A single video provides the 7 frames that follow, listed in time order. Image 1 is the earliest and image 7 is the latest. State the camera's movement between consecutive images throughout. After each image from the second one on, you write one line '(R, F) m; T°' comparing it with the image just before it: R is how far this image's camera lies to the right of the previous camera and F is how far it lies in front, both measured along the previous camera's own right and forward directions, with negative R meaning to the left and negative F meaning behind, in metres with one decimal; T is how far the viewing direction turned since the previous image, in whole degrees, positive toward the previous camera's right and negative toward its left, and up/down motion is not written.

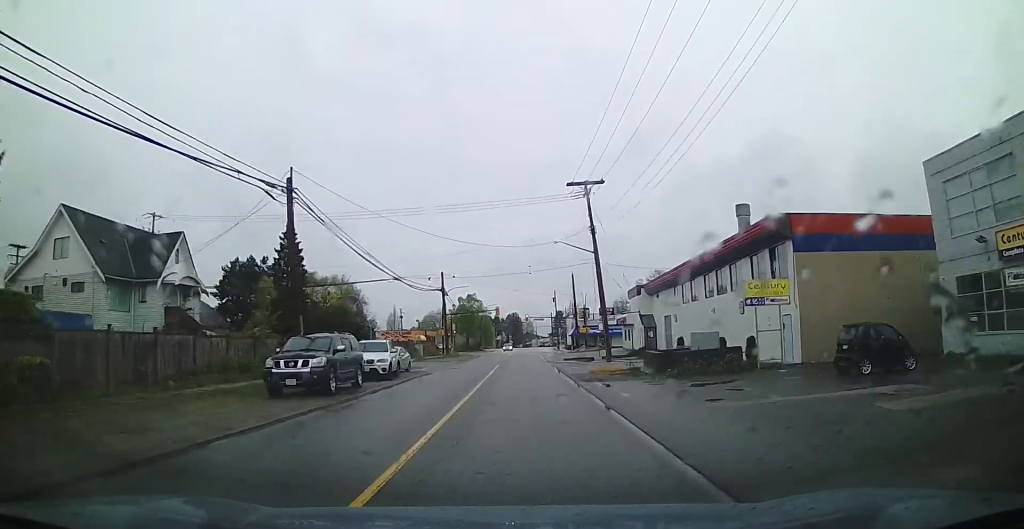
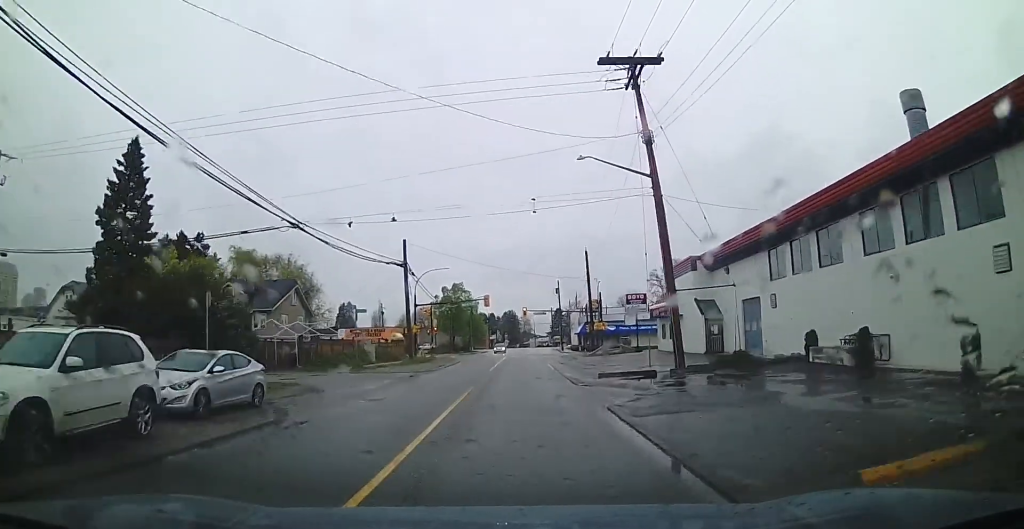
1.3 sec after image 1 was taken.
(0.0, +25.8) m; 0°
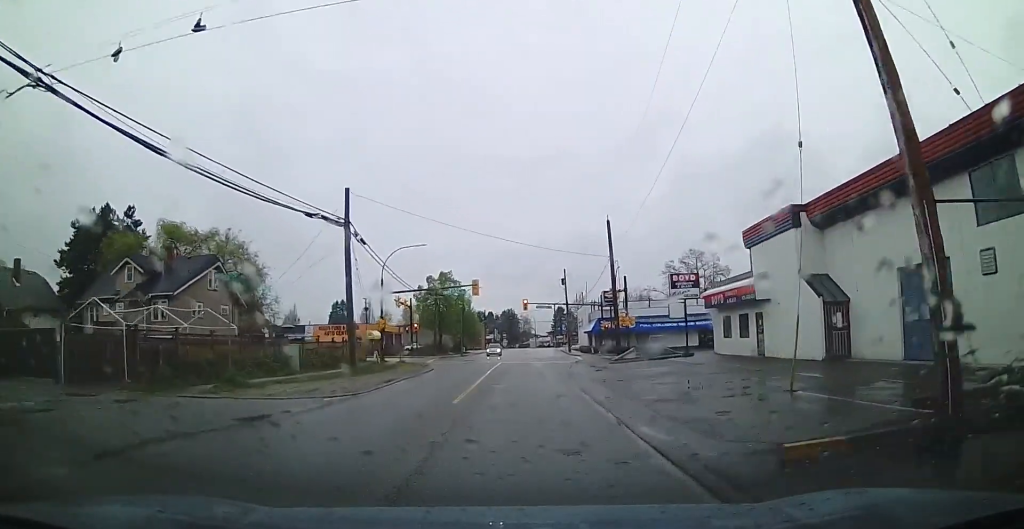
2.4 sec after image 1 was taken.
(-0.3, +21.2) m; -1°
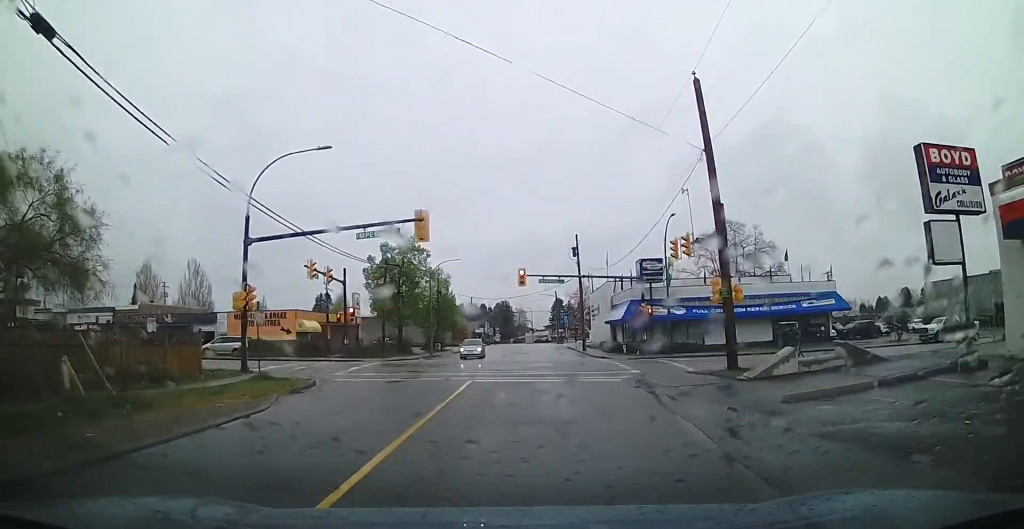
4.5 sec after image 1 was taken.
(0.0, +37.2) m; 0°
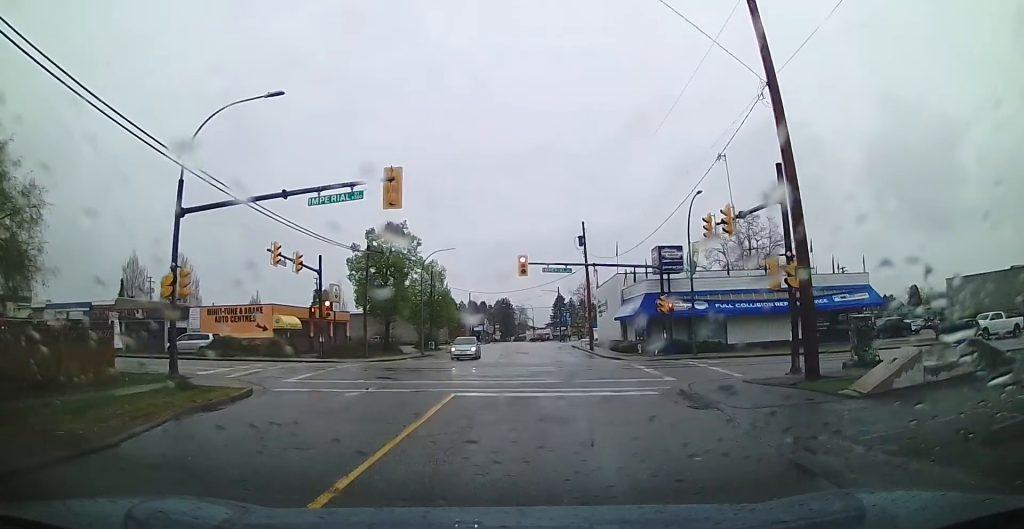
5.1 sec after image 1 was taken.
(0.0, +10.0) m; -1°
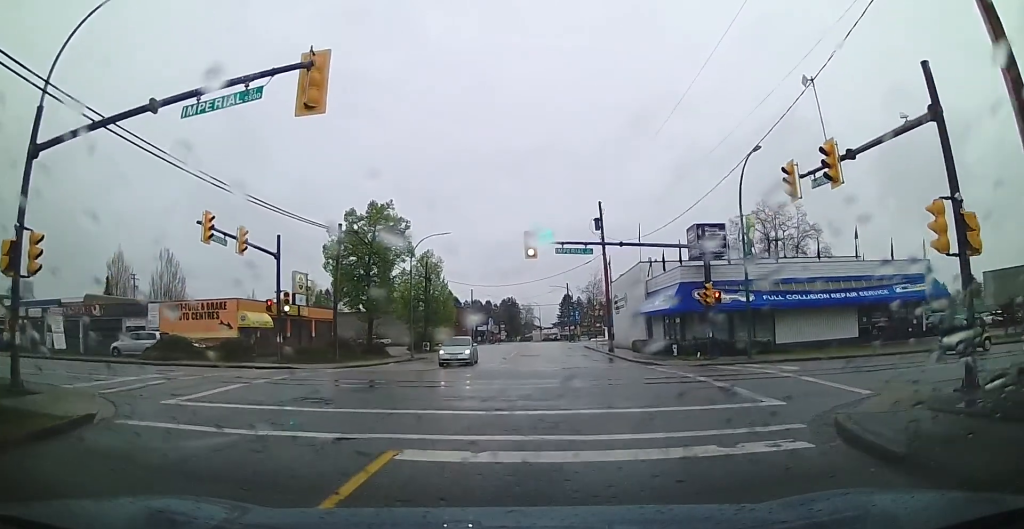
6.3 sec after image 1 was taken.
(-0.4, +16.7) m; -1°
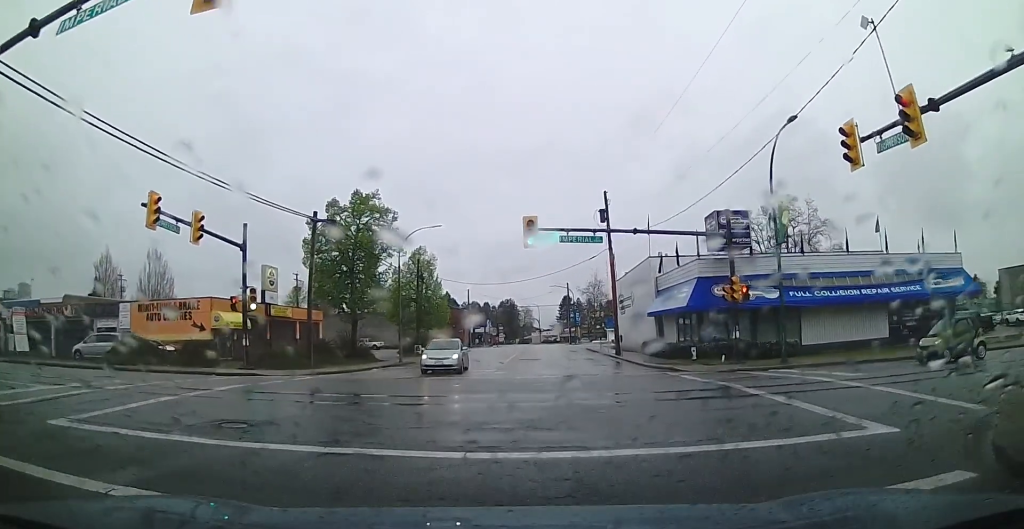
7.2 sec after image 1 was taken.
(+0.1, +11.7) m; +2°
